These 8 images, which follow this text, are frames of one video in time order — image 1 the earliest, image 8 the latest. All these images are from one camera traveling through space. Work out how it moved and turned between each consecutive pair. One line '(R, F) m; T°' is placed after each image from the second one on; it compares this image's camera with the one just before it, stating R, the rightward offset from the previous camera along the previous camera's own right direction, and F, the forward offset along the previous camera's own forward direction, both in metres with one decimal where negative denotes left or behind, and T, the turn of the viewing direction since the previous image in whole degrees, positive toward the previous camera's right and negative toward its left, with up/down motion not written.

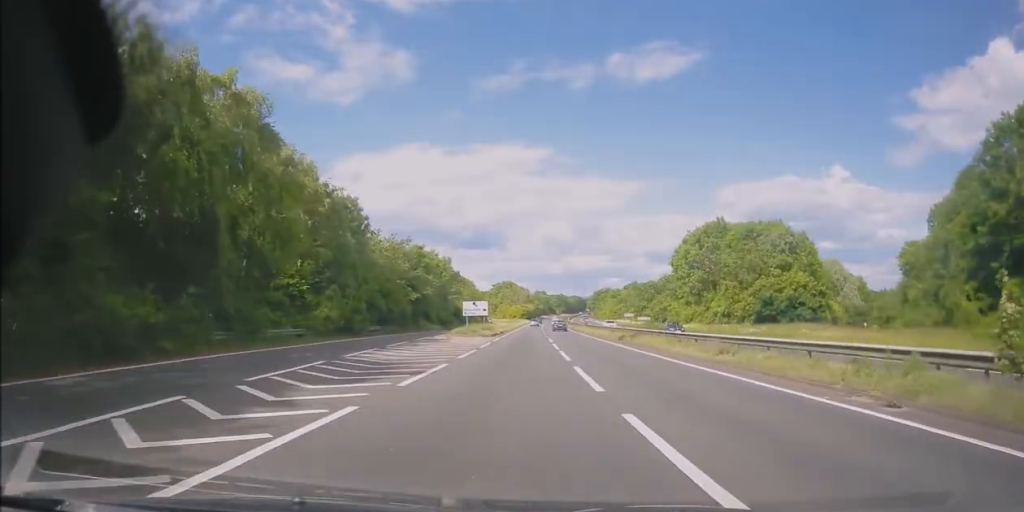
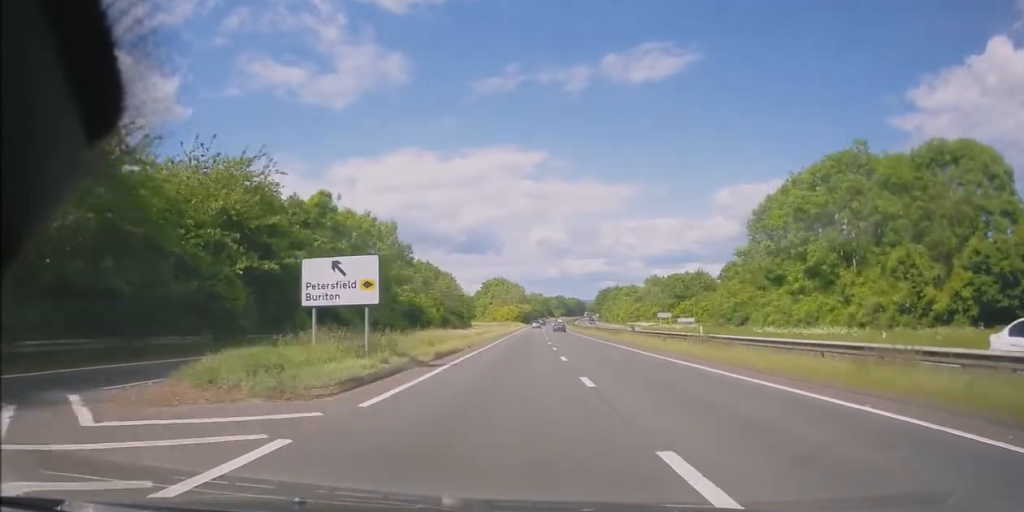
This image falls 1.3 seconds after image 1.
(+0.1, +39.5) m; +1°
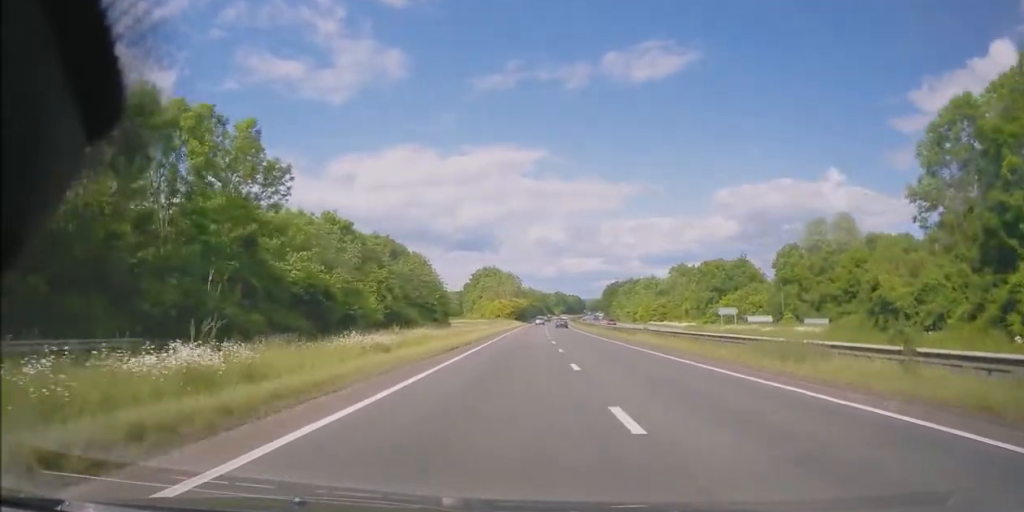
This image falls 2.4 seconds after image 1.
(+0.3, +32.9) m; +1°
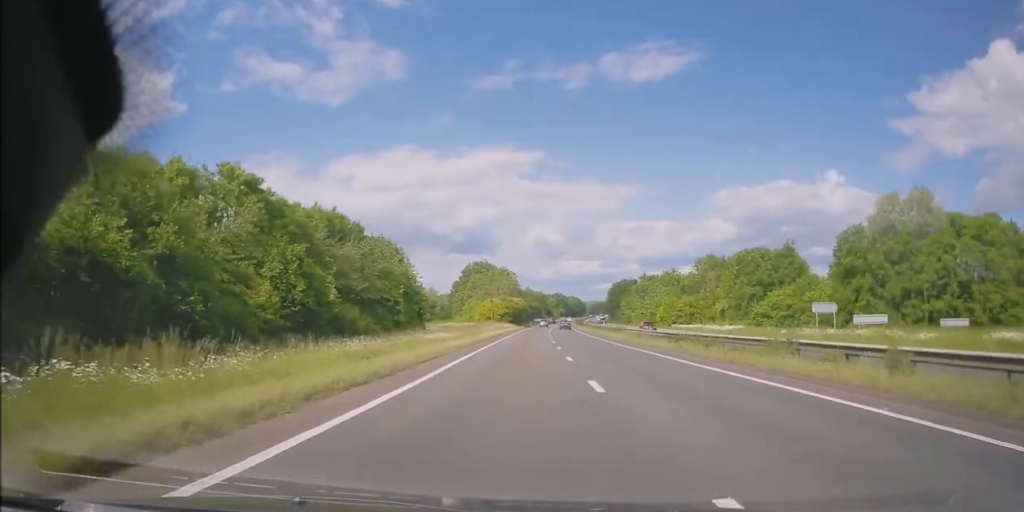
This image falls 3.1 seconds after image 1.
(+0.2, +23.1) m; 0°
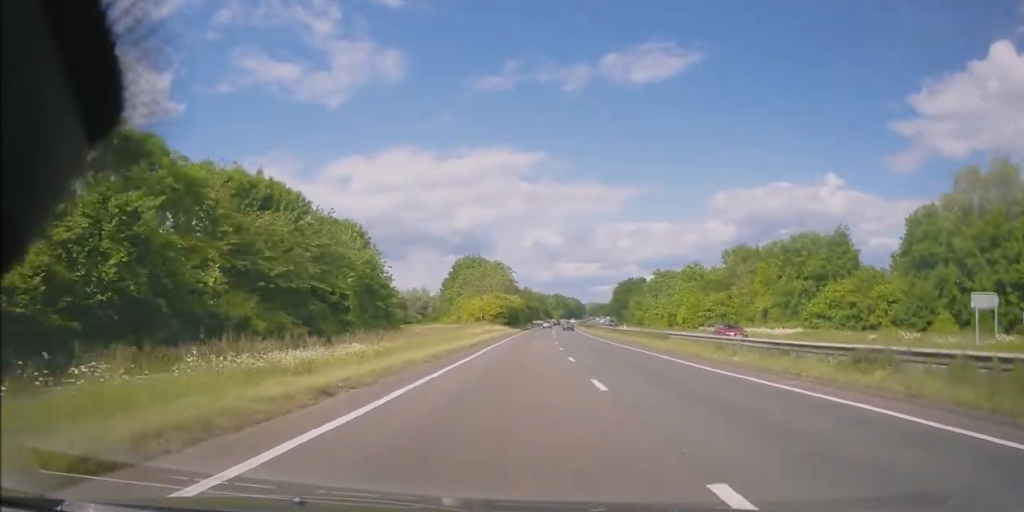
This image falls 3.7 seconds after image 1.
(0.0, +18.0) m; 0°
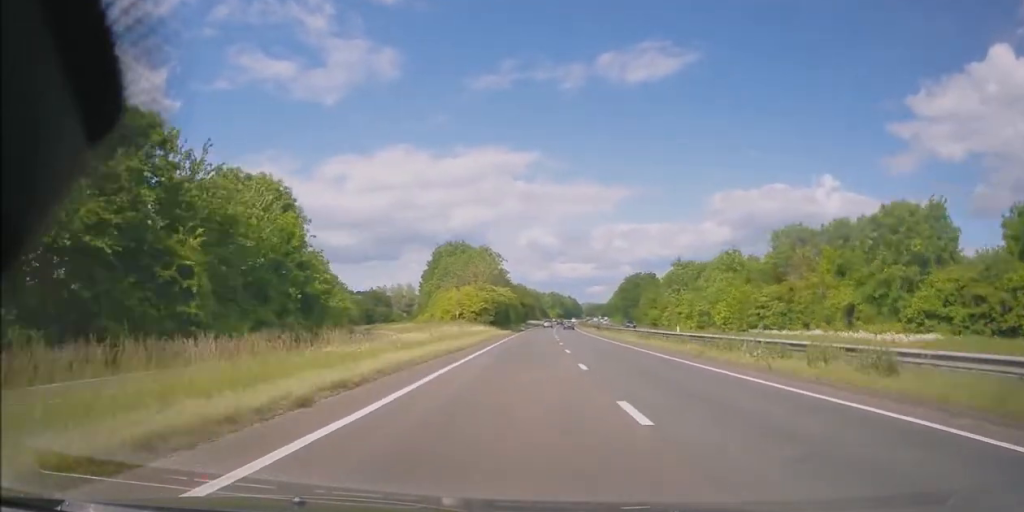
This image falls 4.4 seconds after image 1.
(-0.5, +22.5) m; 0°
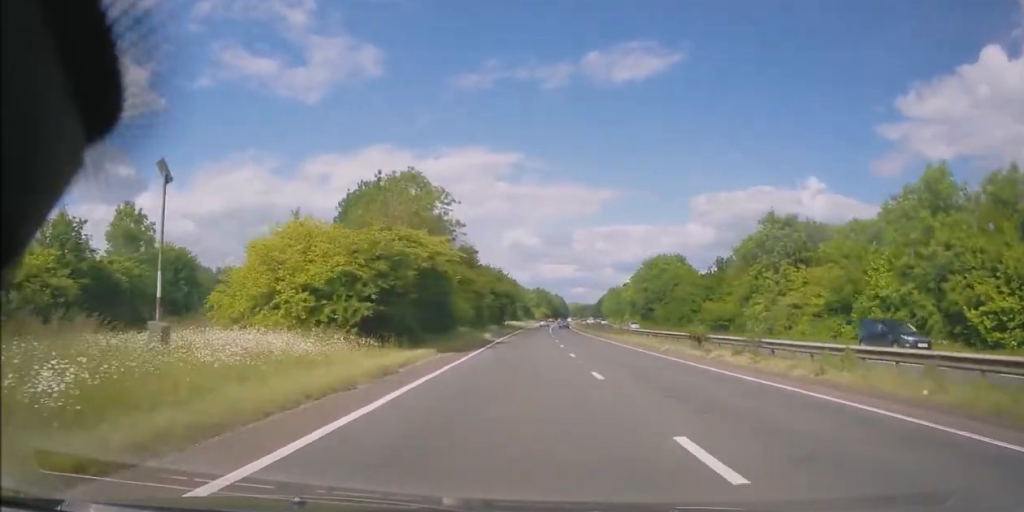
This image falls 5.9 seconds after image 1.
(+1.3, +49.0) m; +2°
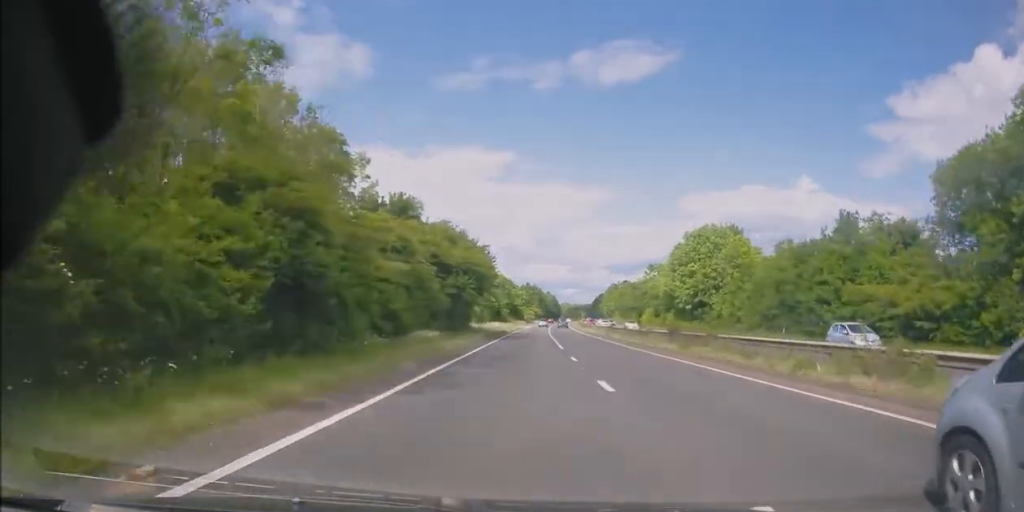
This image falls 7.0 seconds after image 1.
(+0.2, +38.5) m; +1°
